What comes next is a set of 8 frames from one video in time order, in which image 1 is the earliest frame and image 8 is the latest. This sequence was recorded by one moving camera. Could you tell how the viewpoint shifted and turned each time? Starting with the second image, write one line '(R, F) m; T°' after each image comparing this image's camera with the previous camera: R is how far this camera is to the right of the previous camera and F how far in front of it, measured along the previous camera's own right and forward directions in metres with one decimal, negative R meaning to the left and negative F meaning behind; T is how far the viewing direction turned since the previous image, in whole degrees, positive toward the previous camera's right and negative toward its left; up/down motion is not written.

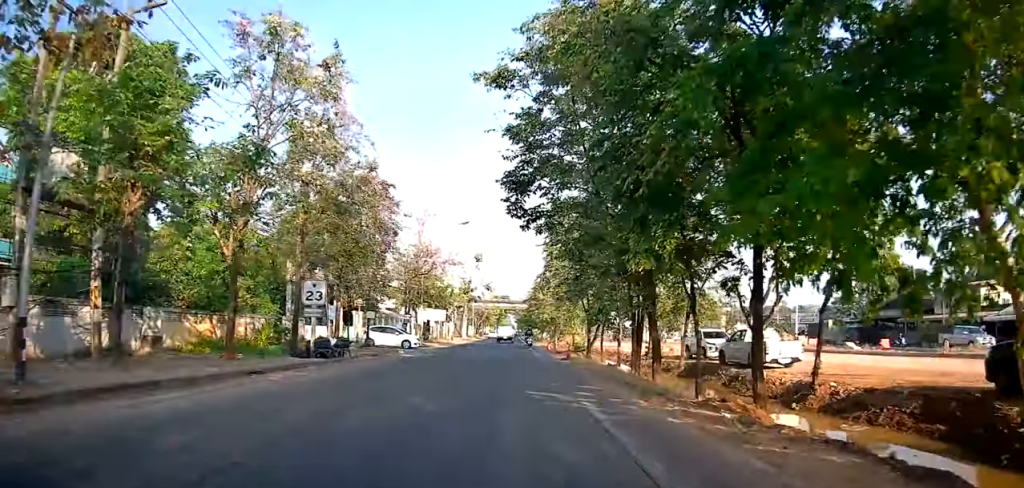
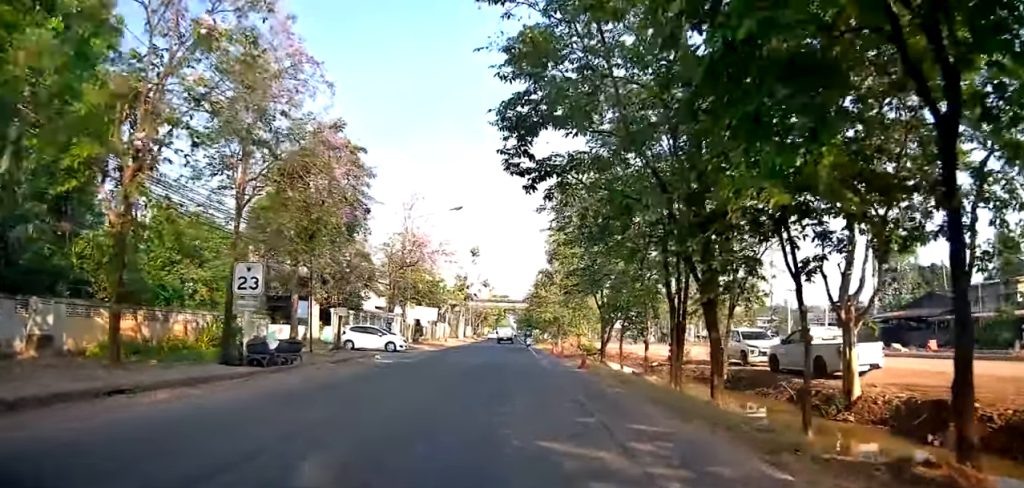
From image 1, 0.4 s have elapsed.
(-0.2, +5.2) m; 0°
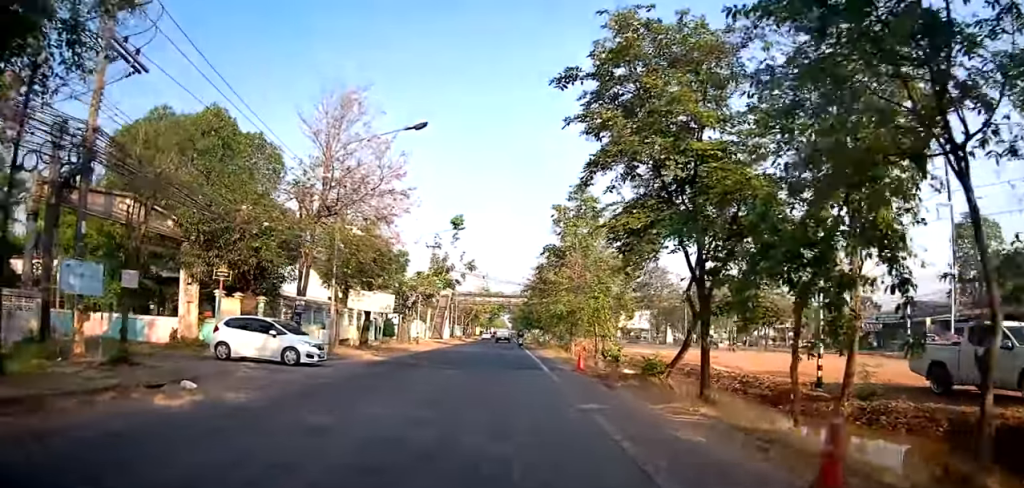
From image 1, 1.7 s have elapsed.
(0.0, +15.2) m; +2°
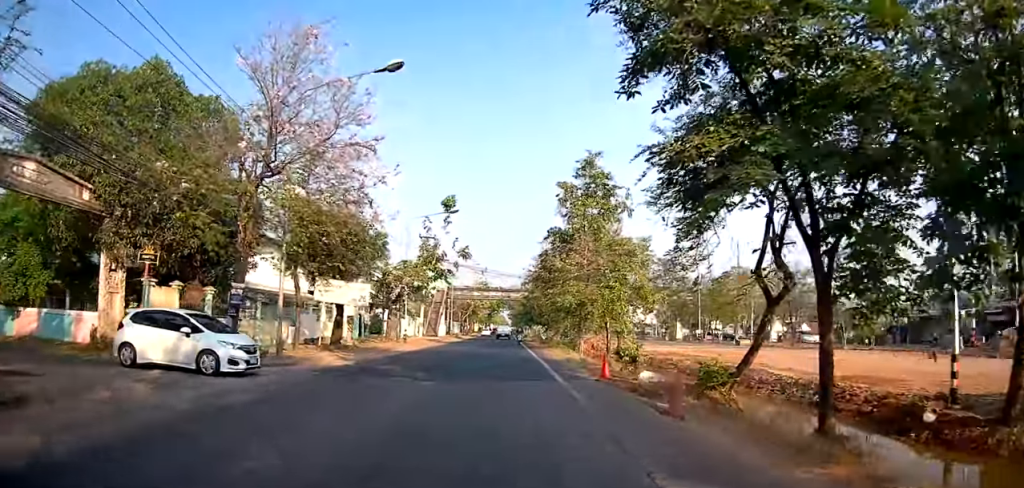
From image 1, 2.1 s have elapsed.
(+0.1, +5.1) m; +1°
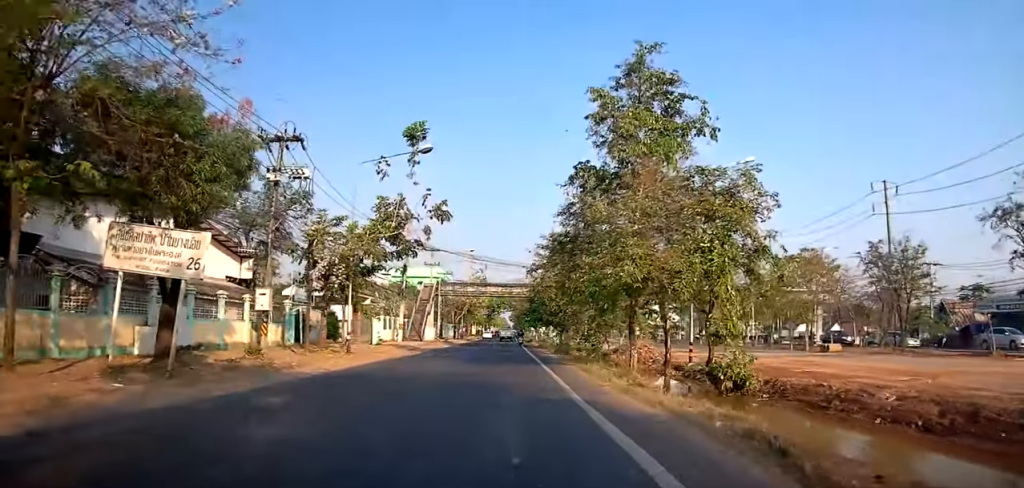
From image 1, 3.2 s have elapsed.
(-0.1, +14.0) m; -1°
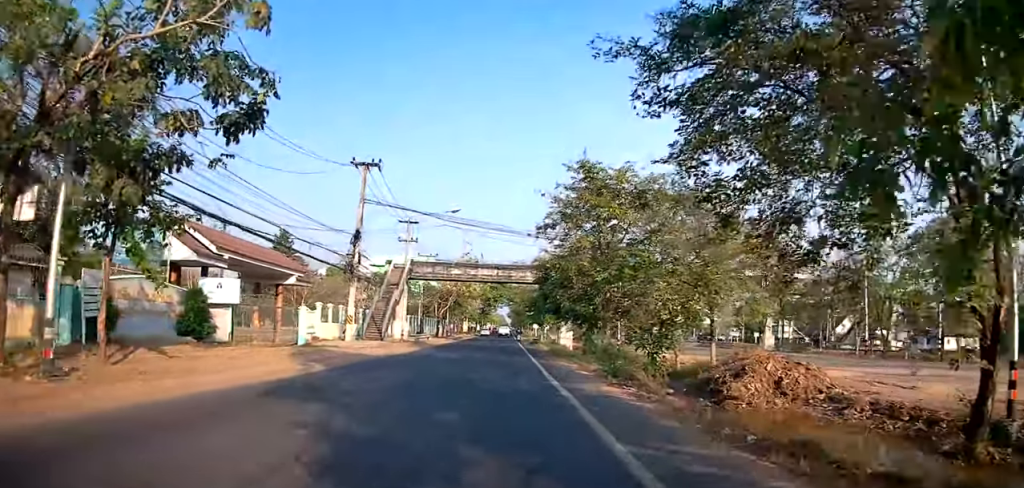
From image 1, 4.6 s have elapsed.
(-0.1, +17.8) m; 0°
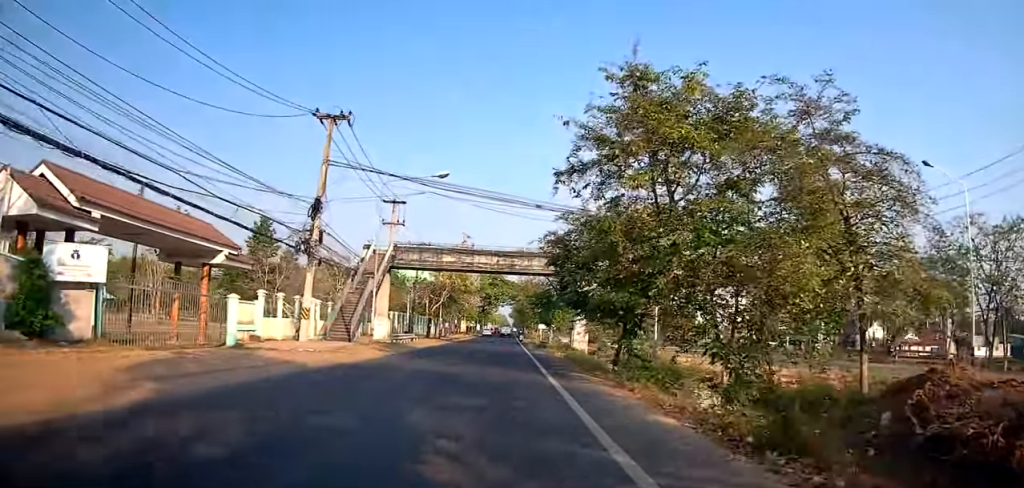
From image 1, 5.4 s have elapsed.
(0.0, +9.3) m; 0°
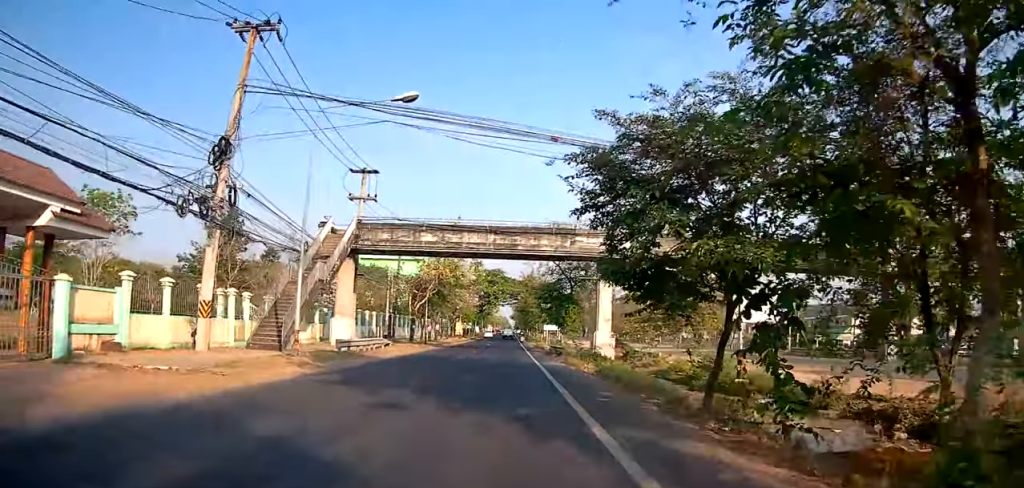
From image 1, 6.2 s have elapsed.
(-0.2, +10.9) m; 0°
